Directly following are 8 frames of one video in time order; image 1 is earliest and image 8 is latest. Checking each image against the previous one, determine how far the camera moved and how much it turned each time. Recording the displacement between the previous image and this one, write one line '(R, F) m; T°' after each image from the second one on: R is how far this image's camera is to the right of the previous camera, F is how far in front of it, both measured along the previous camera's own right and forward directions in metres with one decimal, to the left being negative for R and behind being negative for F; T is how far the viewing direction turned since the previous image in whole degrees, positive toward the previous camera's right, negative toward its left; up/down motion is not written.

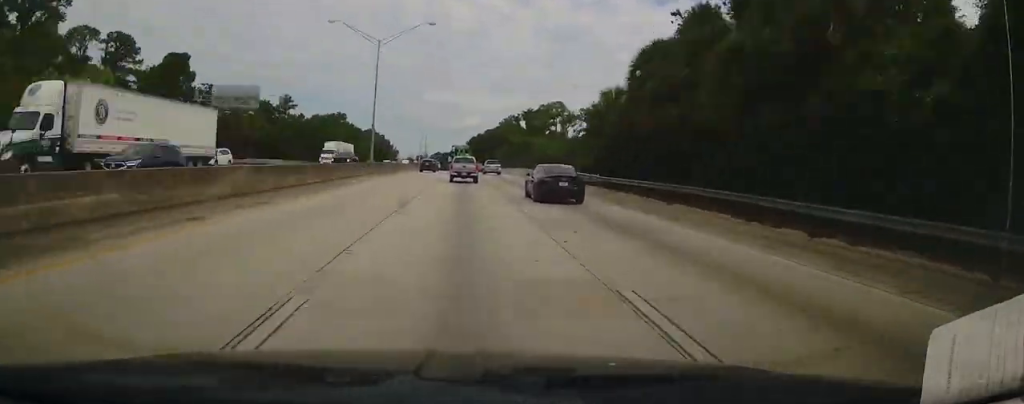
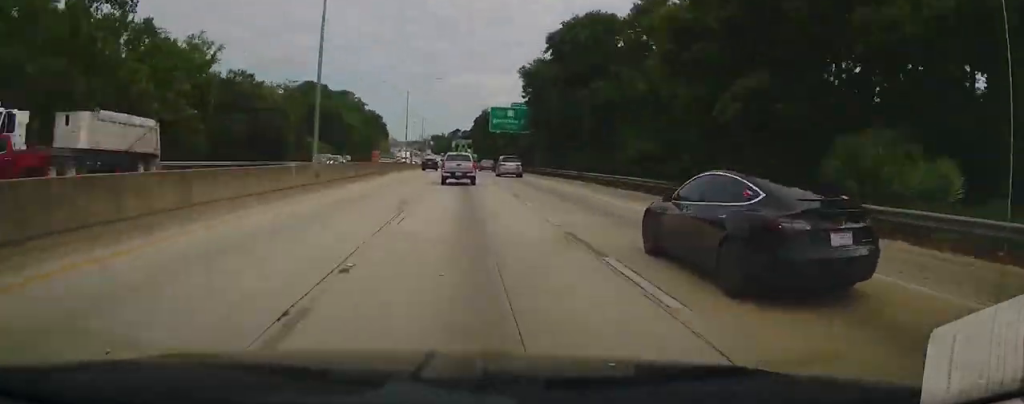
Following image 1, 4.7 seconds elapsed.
(-1.5, +124.4) m; -1°
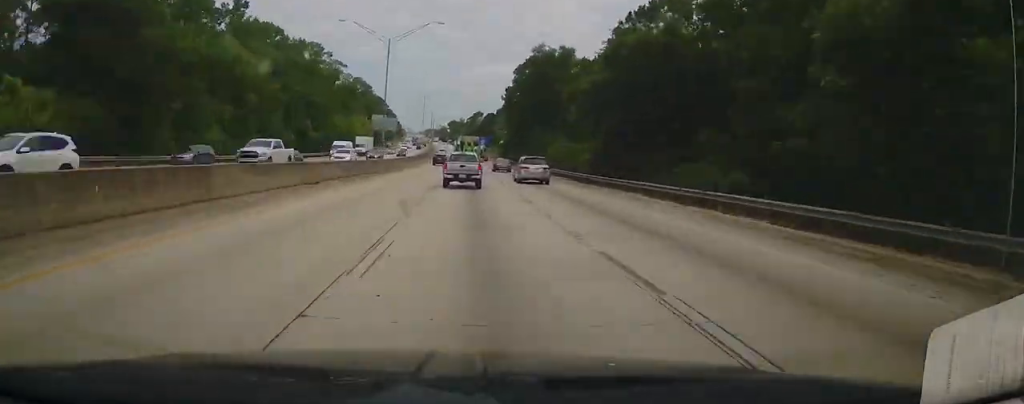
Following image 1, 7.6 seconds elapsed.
(-0.3, +82.7) m; -1°
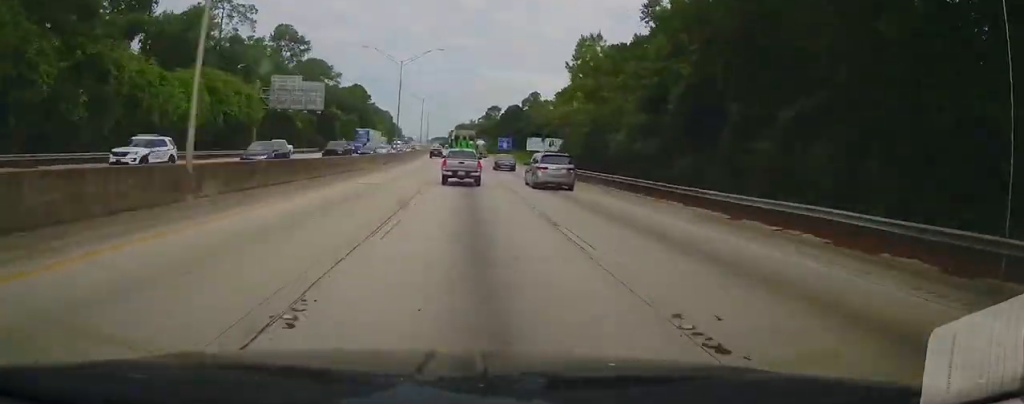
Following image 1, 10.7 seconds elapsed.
(-1.0, +89.8) m; -2°
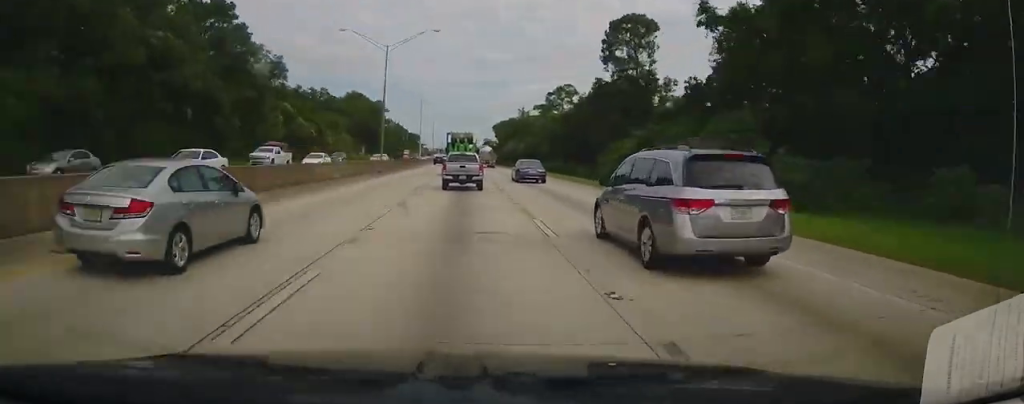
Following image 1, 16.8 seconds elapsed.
(-8.6, +187.1) m; -4°
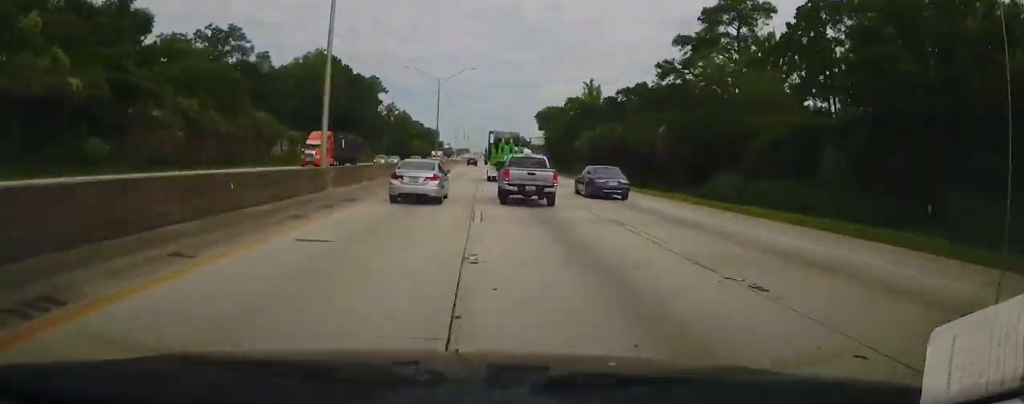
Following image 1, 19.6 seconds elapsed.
(-1.2, +88.3) m; 0°
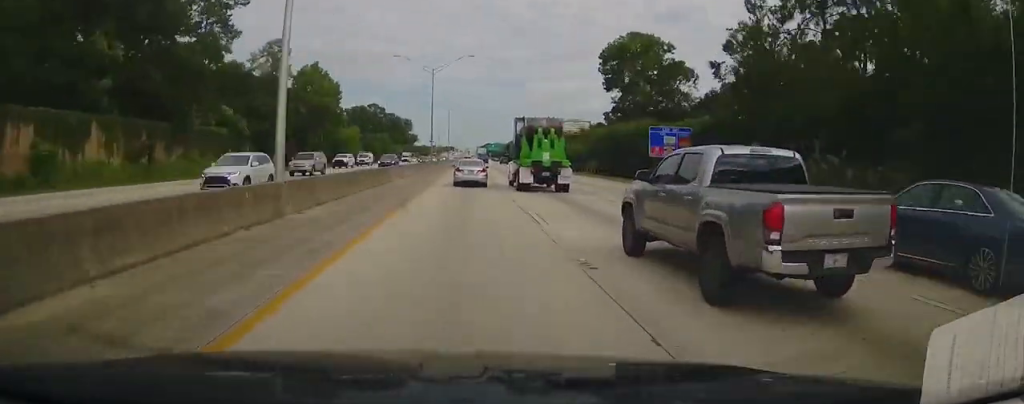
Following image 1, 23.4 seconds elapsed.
(+1.6, +120.7) m; +1°
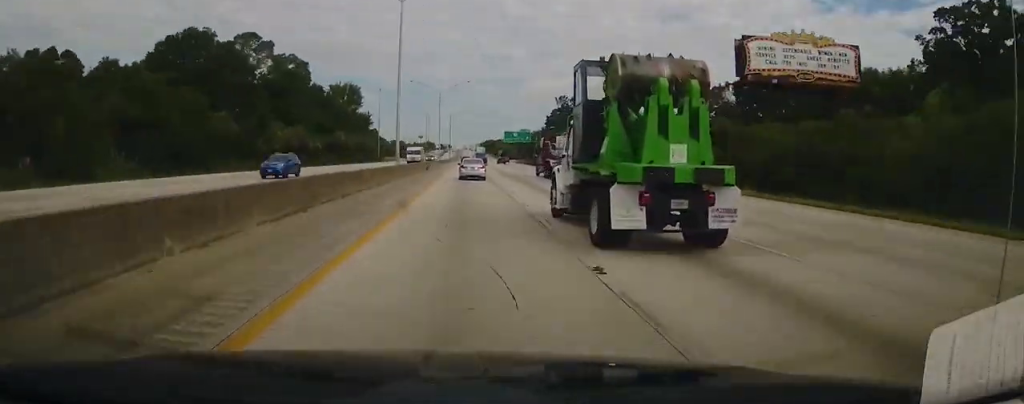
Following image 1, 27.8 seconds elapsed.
(-0.3, +144.2) m; 0°
